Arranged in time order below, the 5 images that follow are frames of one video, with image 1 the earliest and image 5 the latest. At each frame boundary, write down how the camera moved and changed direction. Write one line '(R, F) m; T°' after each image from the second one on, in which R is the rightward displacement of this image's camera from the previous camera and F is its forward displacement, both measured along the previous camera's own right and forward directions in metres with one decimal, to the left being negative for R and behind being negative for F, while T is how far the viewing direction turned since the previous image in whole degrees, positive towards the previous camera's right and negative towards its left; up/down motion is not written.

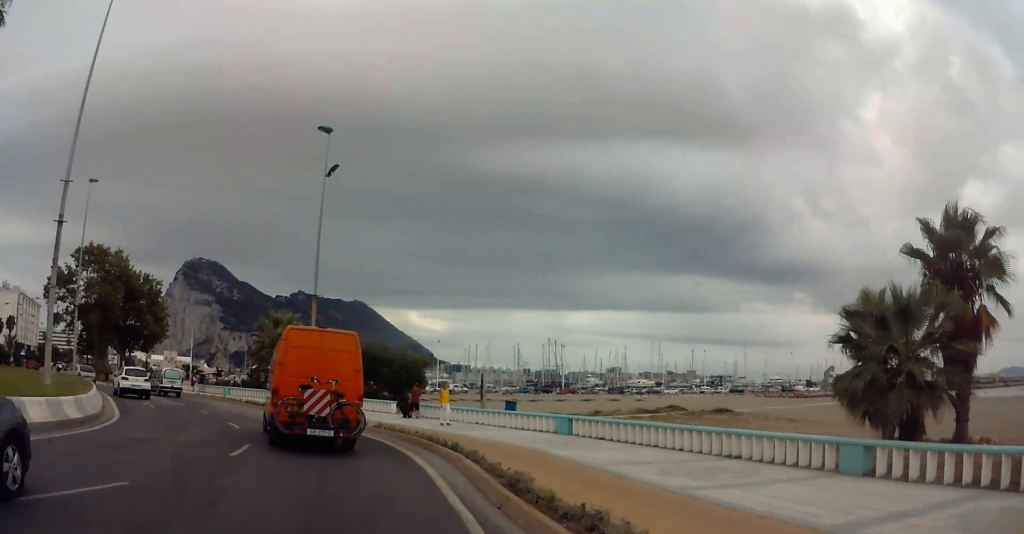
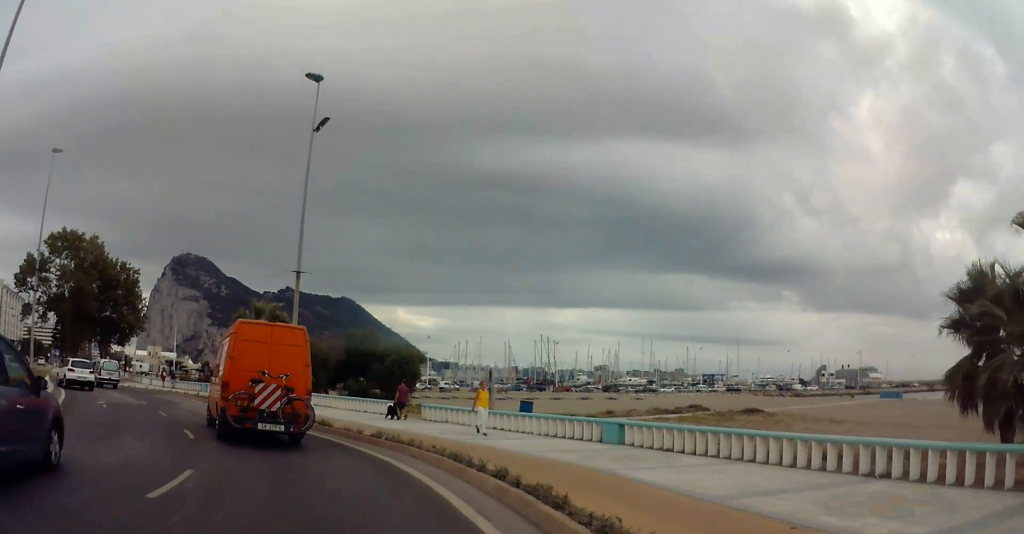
(+0.5, +4.9) m; +8°
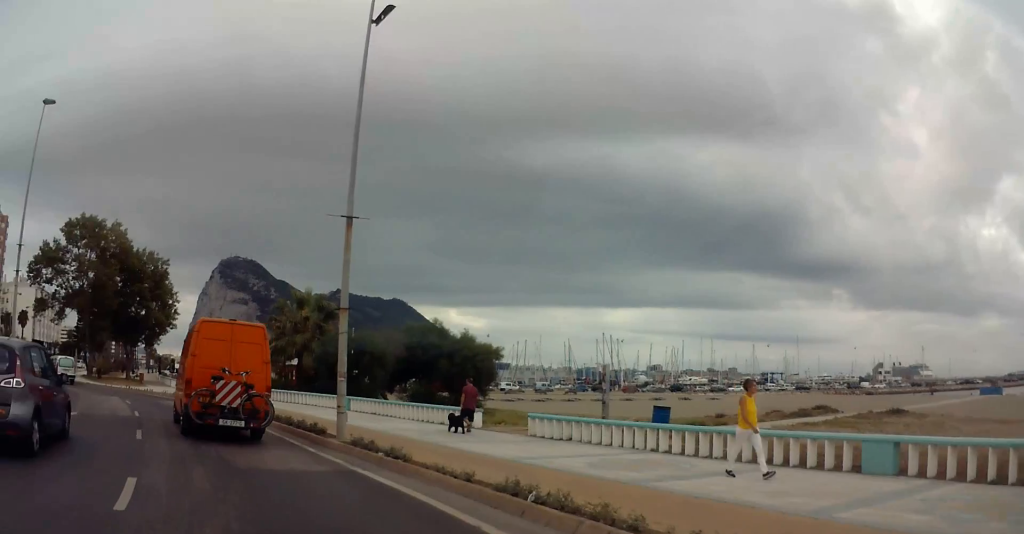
(+0.6, +8.5) m; -7°
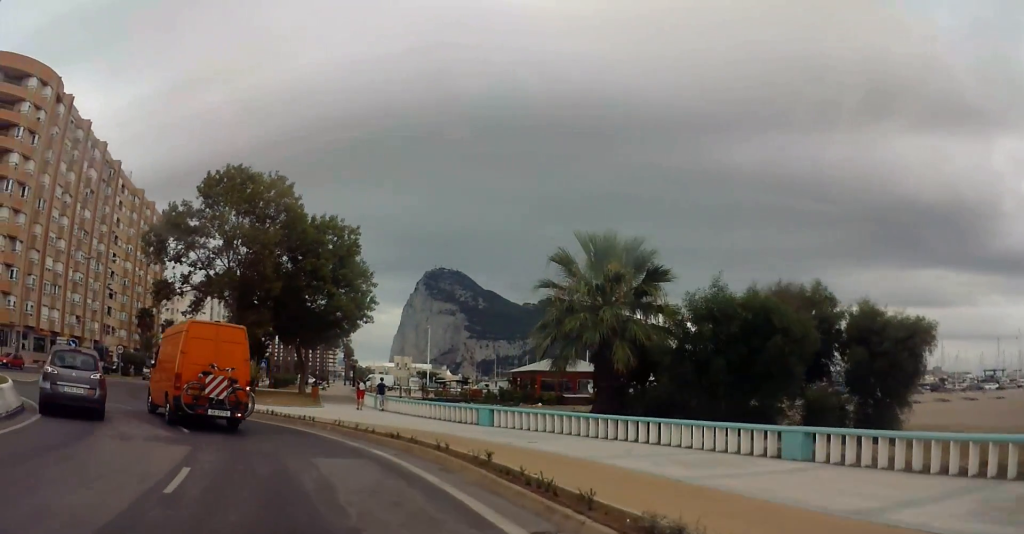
(-5.0, +19.2) m; -19°
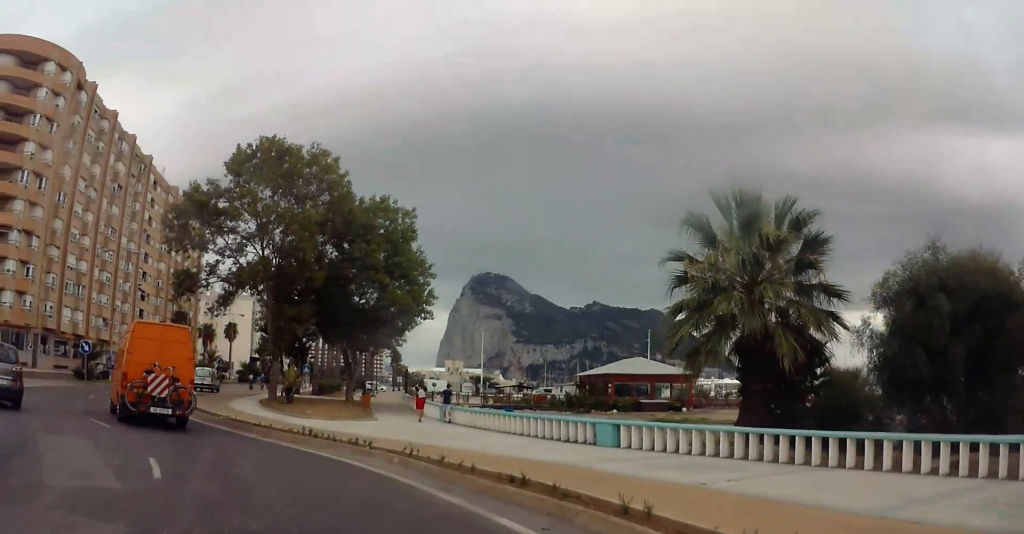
(-0.1, +6.3) m; -10°
